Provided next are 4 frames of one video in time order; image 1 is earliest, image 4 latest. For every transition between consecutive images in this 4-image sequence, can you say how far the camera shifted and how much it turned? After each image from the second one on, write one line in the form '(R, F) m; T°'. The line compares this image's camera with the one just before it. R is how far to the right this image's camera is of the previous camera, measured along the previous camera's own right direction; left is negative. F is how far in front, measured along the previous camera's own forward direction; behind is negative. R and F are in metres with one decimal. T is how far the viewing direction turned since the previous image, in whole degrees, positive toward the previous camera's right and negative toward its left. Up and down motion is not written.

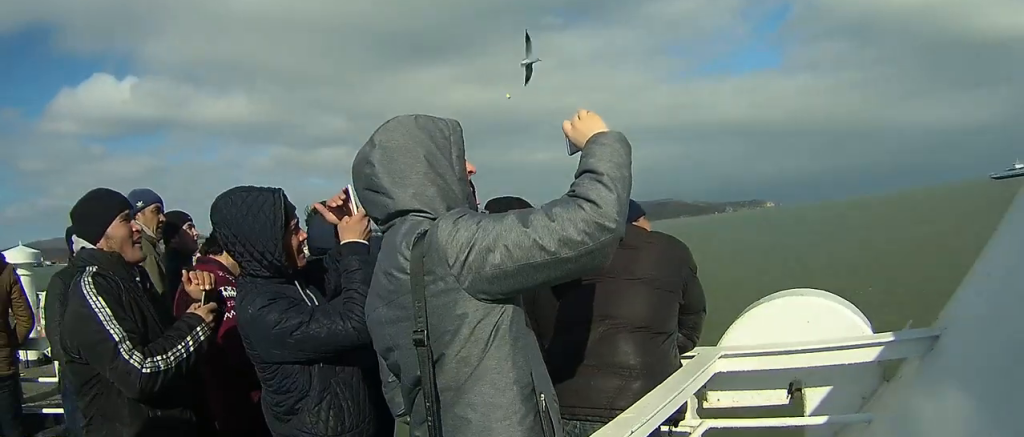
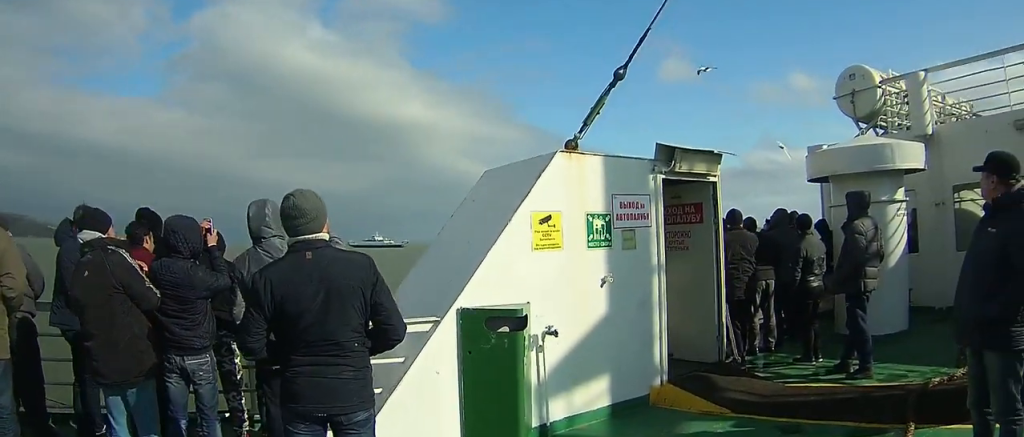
(-1.2, +23.3) m; -3°
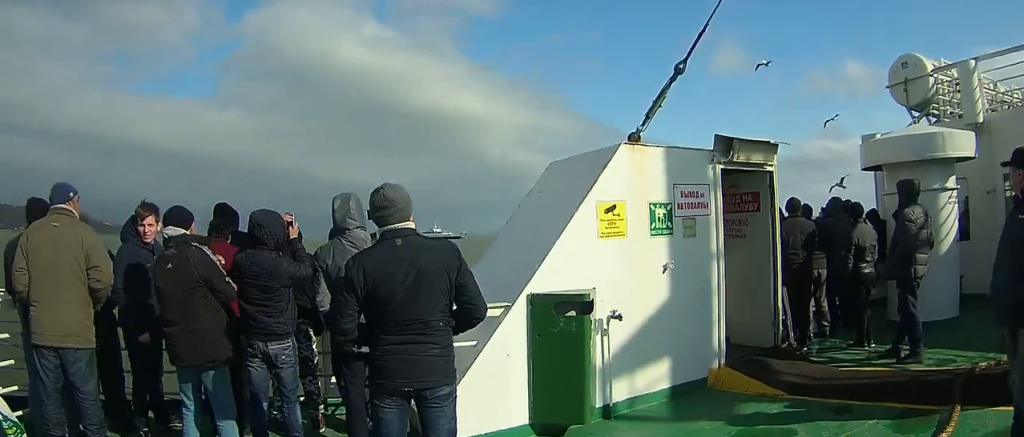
(0.0, +3.3) m; +1°
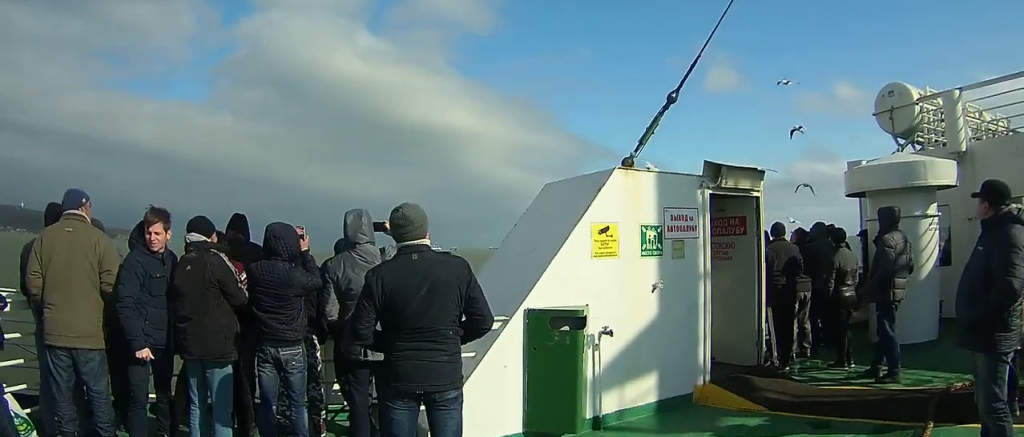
(0.0, +4.1) m; +1°
